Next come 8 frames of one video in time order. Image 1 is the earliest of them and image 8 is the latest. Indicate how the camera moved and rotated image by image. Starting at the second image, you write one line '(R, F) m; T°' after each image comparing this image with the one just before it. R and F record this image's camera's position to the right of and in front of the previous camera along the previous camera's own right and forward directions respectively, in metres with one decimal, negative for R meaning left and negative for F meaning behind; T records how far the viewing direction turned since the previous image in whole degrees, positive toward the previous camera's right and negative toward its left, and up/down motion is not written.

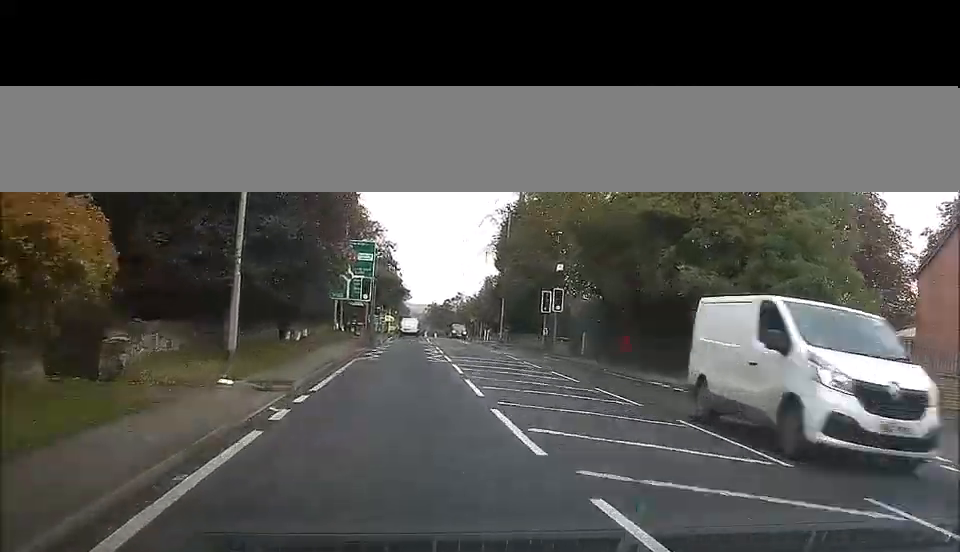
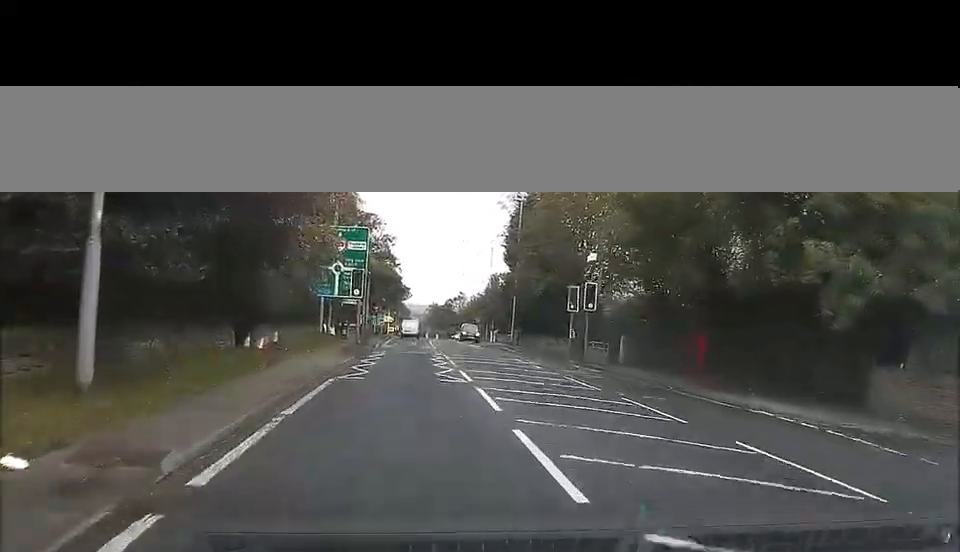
(+0.1, +8.2) m; 0°
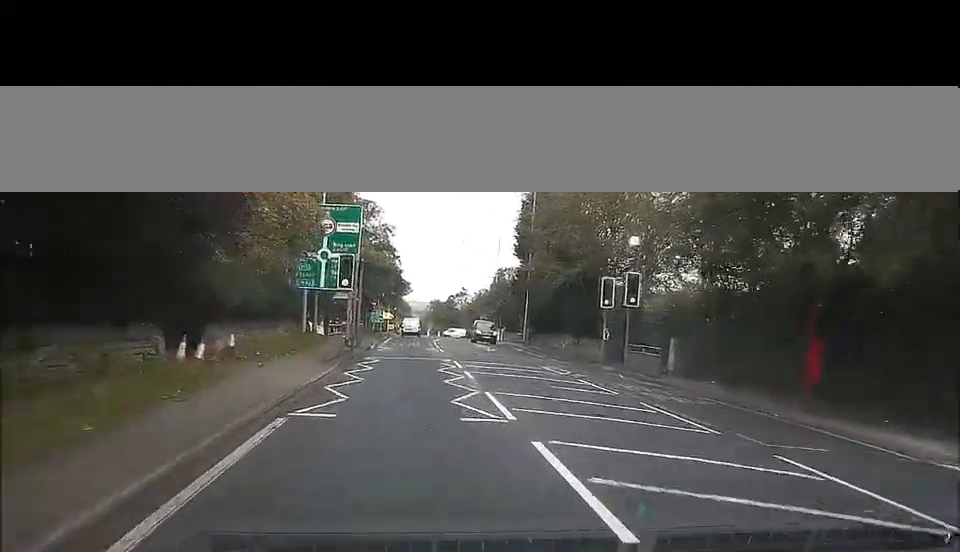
(-0.1, +7.2) m; -1°
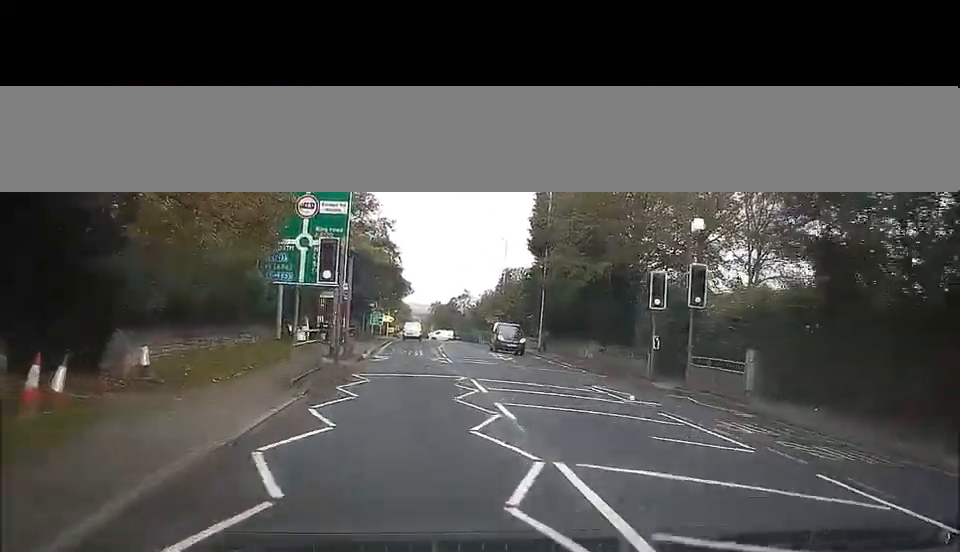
(0.0, +7.2) m; -1°
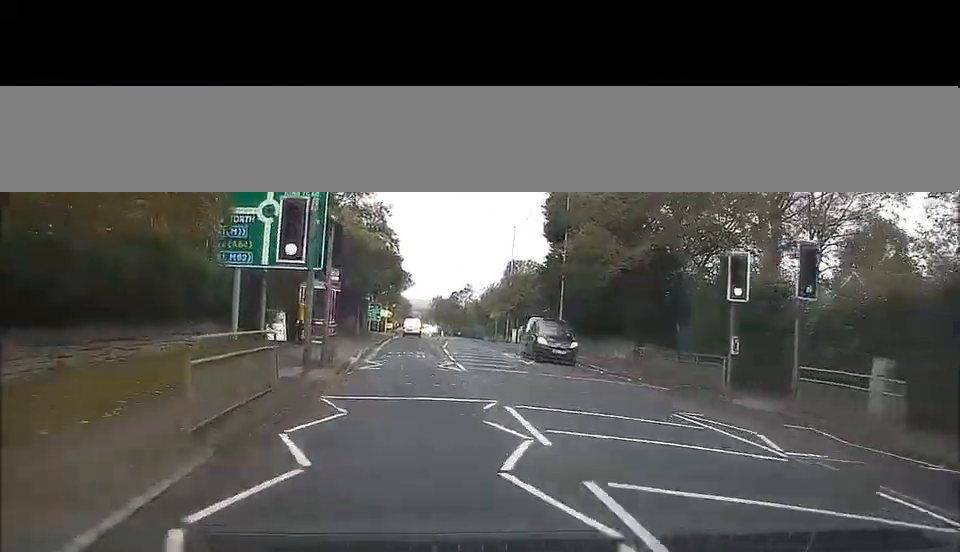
(0.0, +7.0) m; 0°
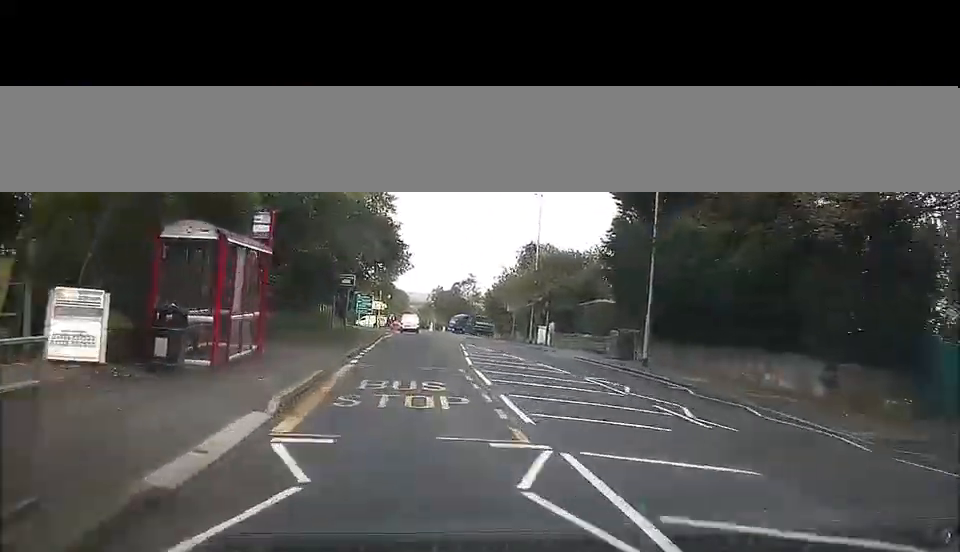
(-0.1, +18.6) m; -1°
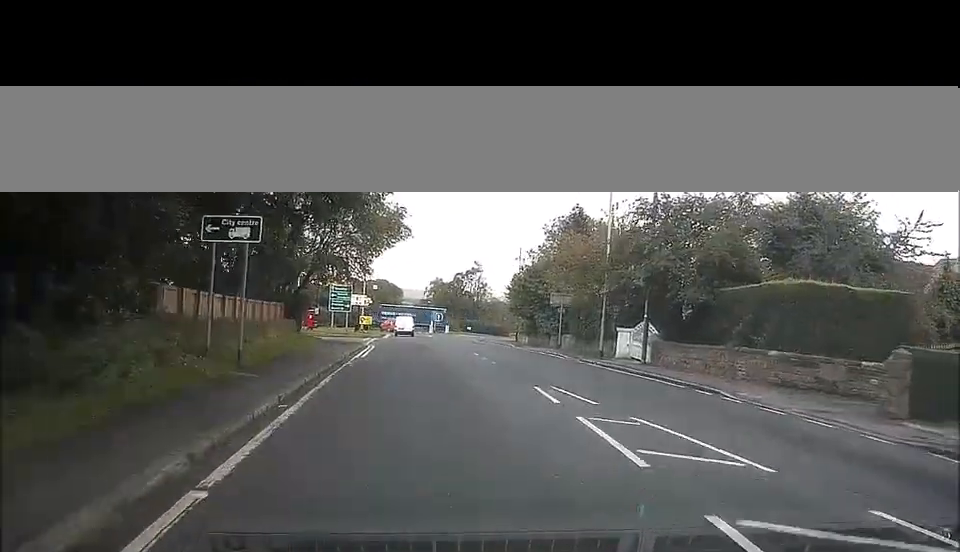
(+0.2, +26.5) m; 0°
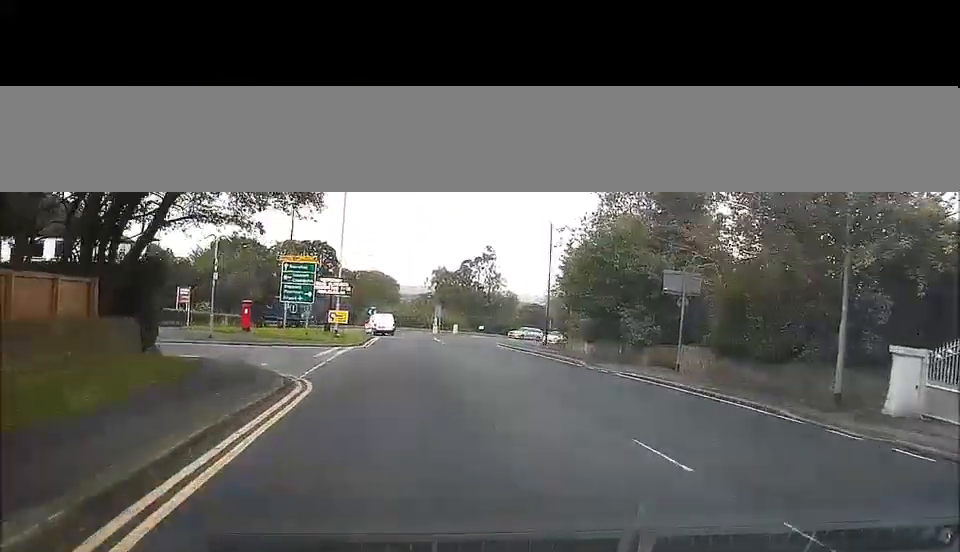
(-0.2, +25.8) m; +1°
